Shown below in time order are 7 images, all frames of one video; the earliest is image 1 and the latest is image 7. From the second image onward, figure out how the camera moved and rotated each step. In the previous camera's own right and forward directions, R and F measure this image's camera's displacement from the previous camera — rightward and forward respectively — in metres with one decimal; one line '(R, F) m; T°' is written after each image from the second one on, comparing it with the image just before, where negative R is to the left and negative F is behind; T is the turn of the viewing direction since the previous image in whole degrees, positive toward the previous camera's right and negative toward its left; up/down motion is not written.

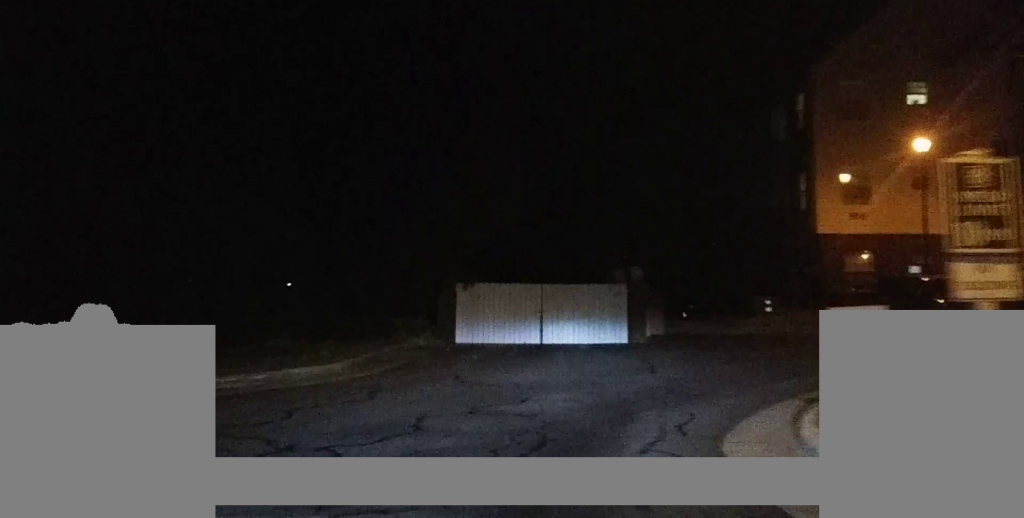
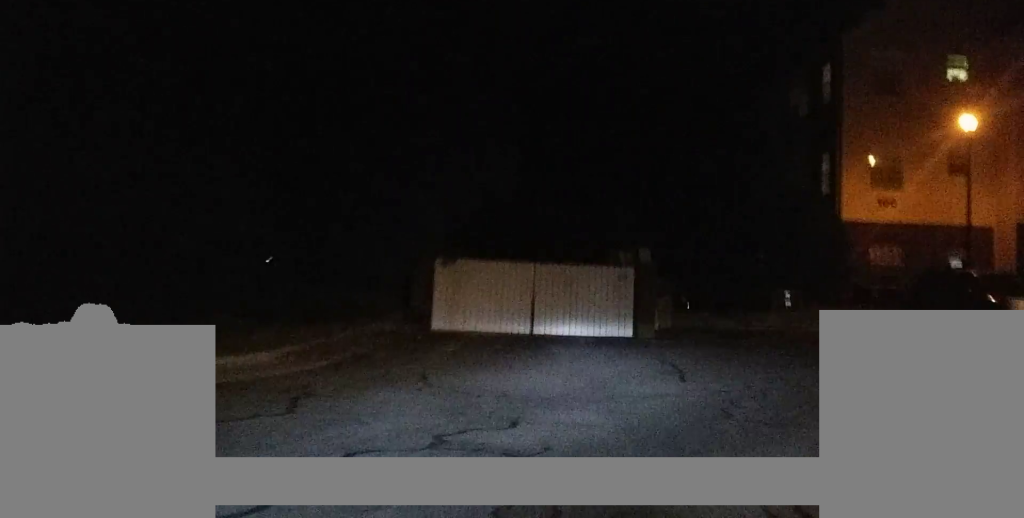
(+0.1, +3.9) m; +2°
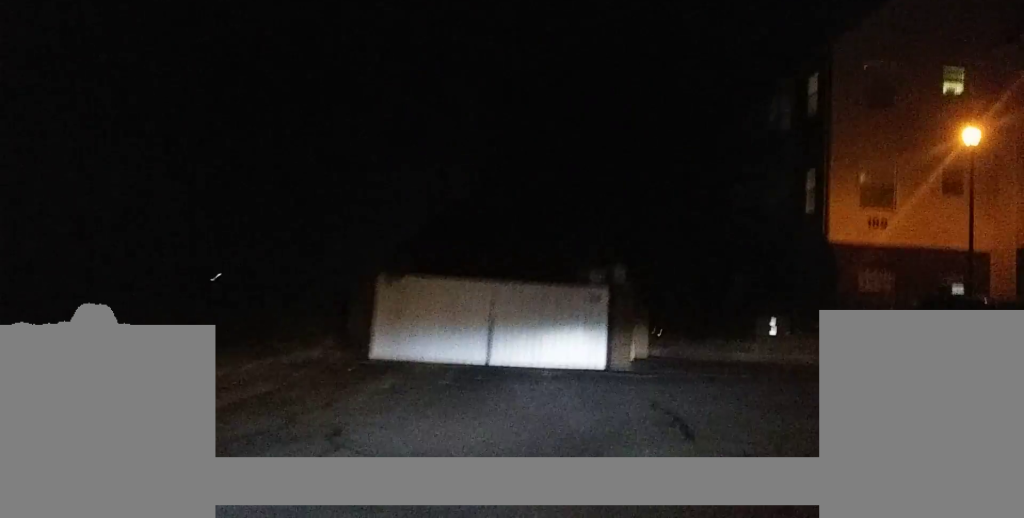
(+0.1, +2.9) m; +9°
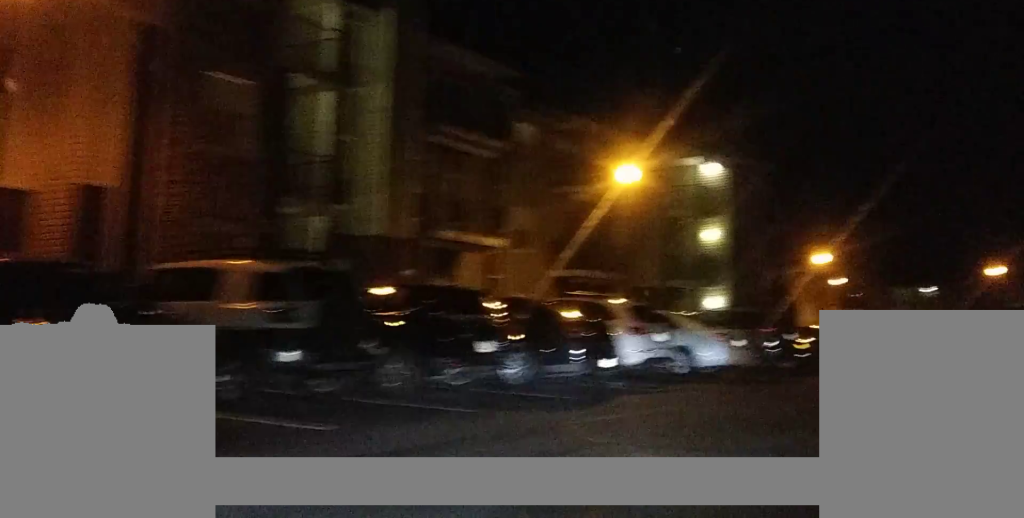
(+5.5, +11.7) m; +54°
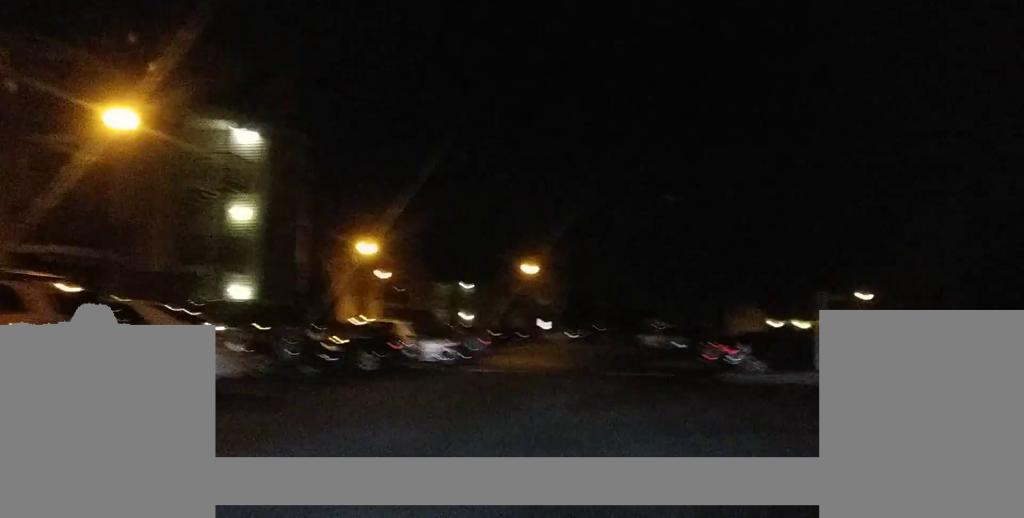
(+1.2, +5.4) m; +24°
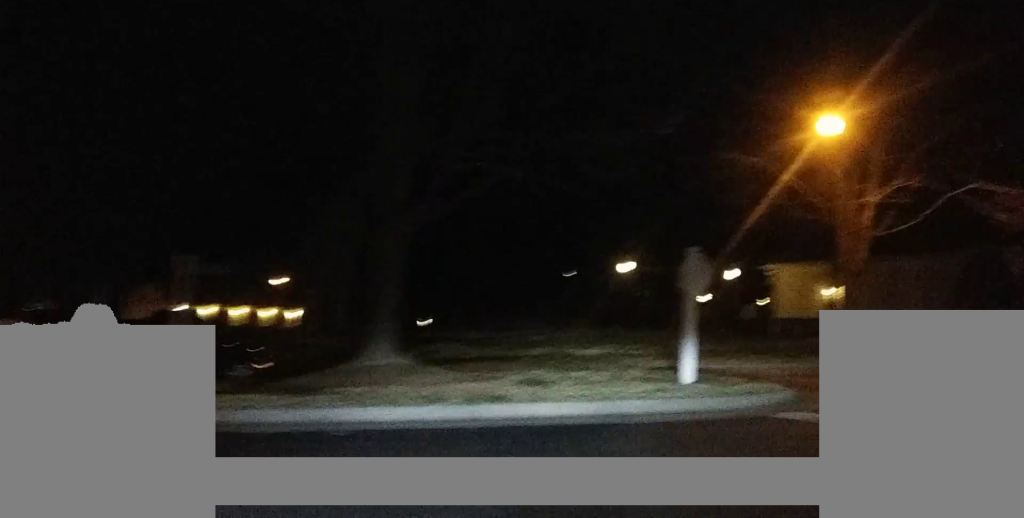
(+2.3, +8.2) m; +32°
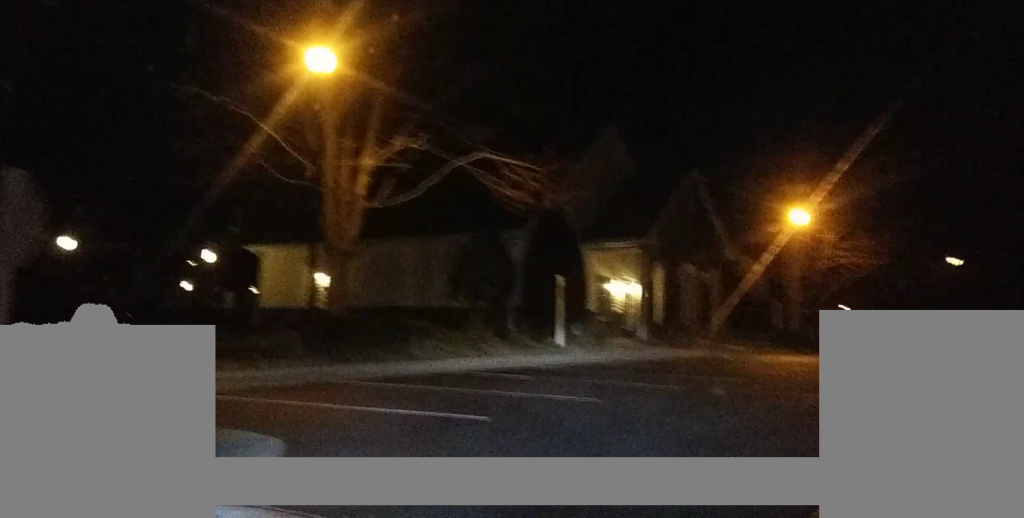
(+1.5, +4.8) m; +30°
